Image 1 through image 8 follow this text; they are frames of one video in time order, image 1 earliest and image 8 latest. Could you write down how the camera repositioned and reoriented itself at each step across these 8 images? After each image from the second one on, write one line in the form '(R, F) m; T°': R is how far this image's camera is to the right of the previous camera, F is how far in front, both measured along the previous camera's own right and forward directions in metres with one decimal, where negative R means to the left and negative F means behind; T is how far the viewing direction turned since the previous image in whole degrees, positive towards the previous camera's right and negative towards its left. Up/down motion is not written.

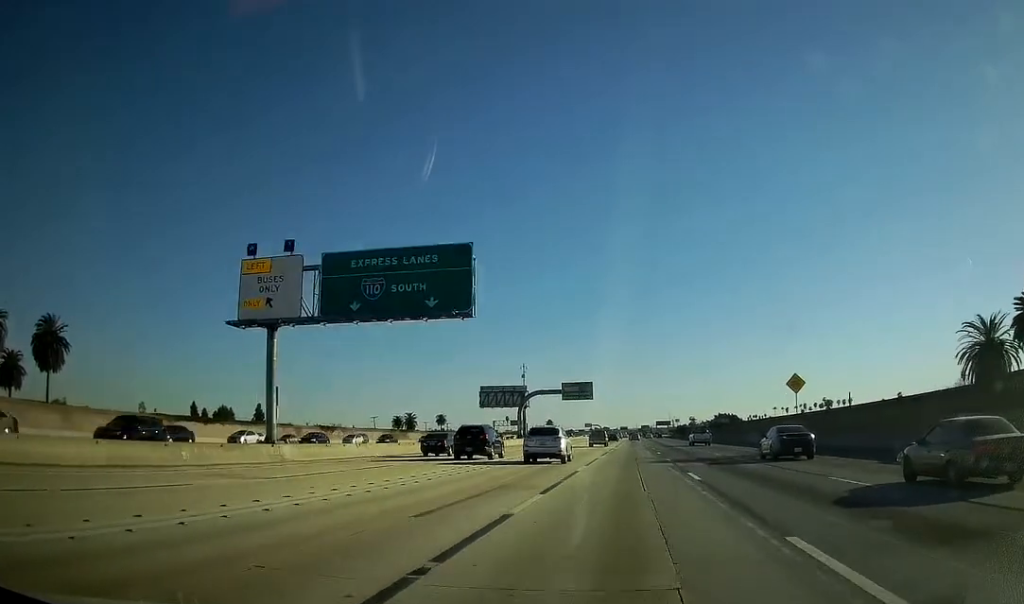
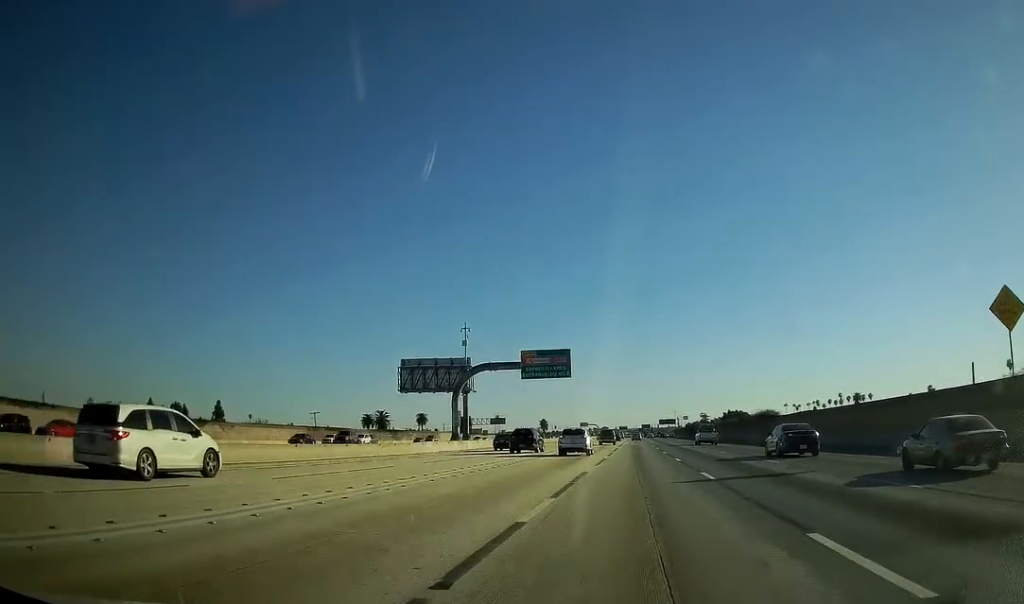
(+0.2, +45.3) m; -1°
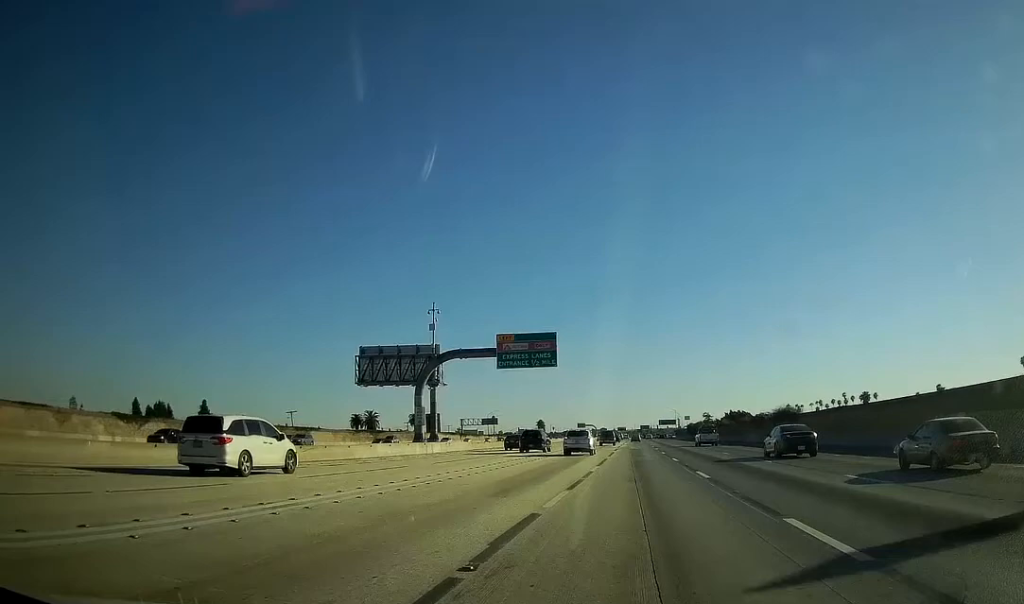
(-0.1, +11.6) m; 0°
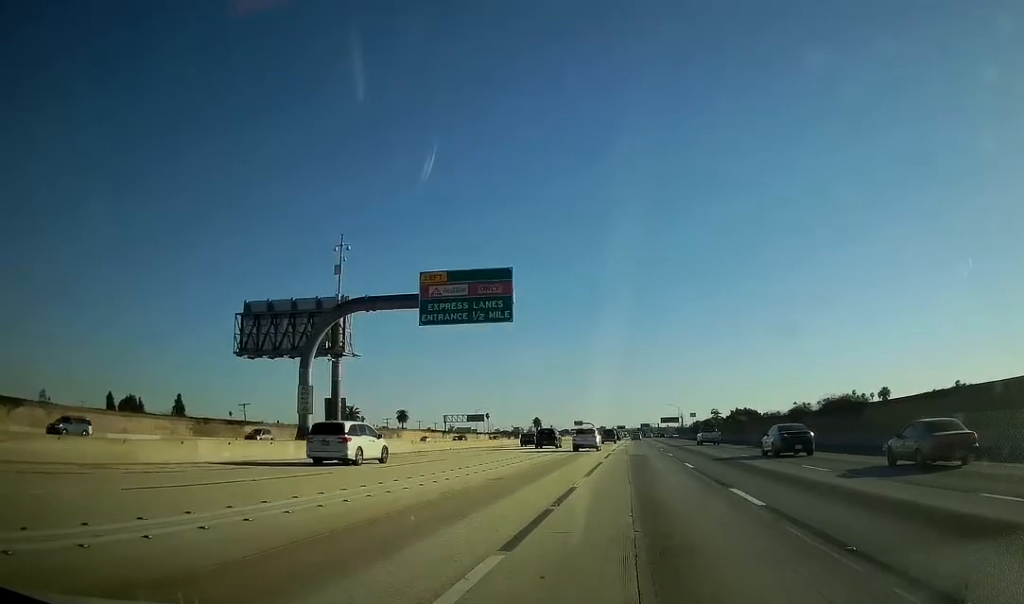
(0.0, +23.2) m; 0°
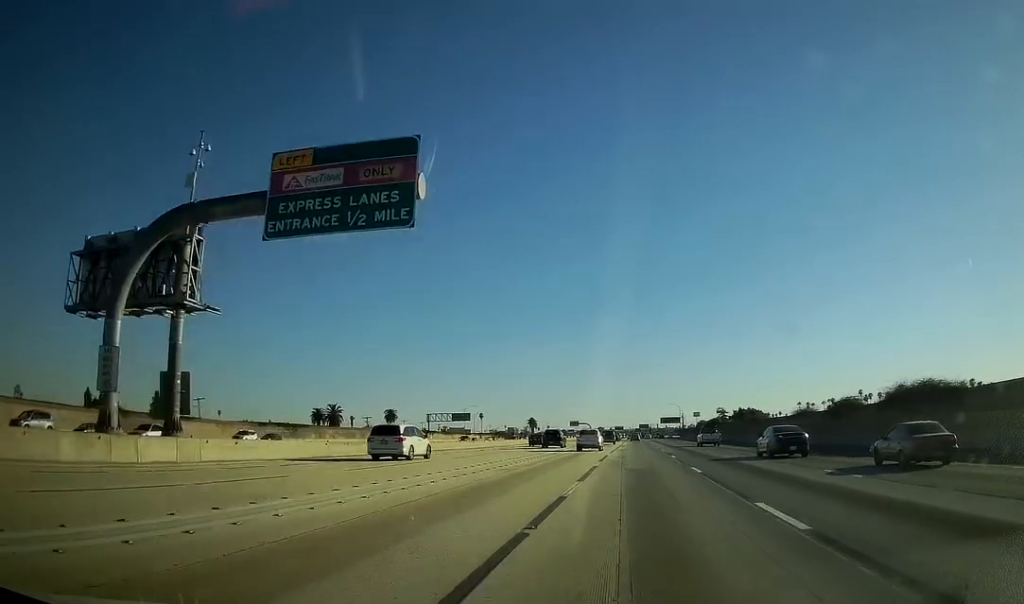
(0.0, +18.0) m; 0°
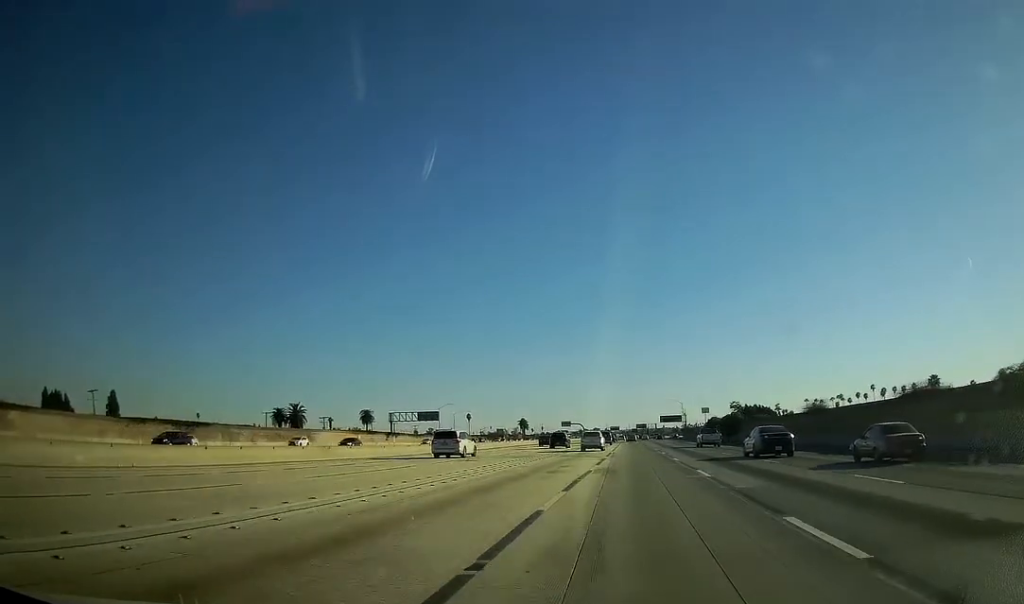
(+0.1, +31.6) m; 0°
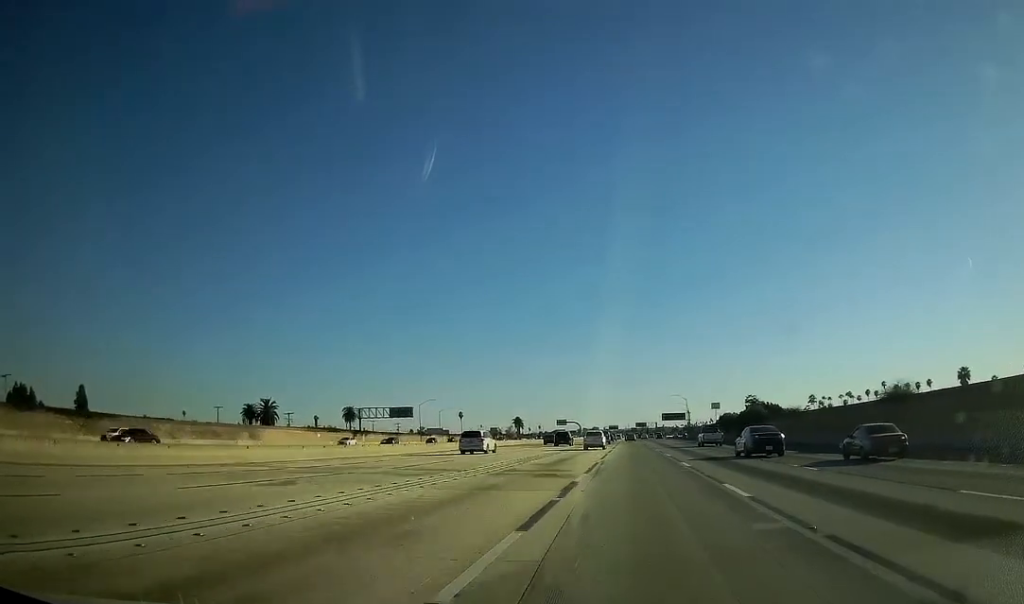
(0.0, +21.0) m; +1°
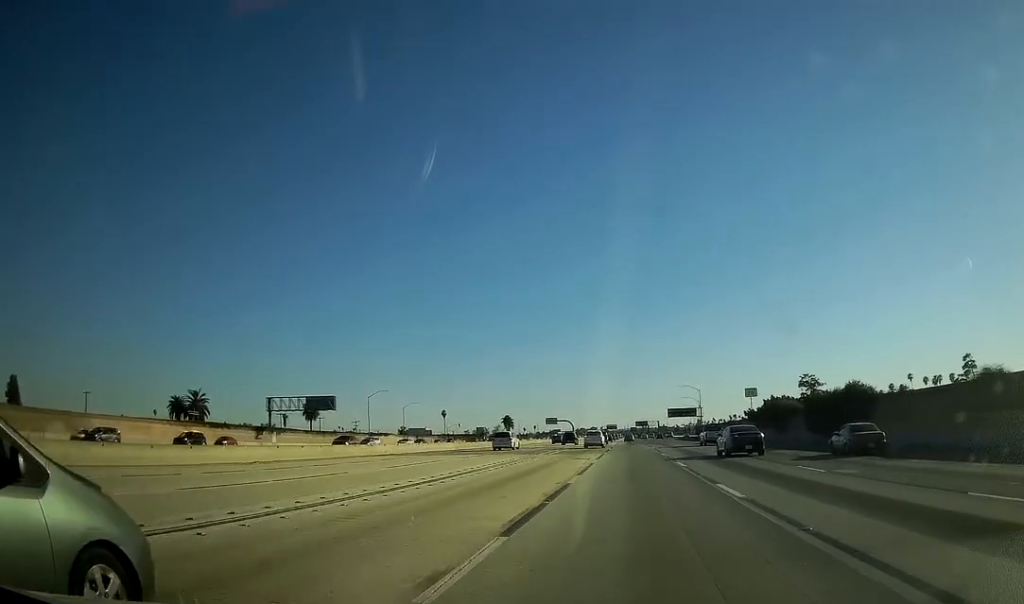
(+0.7, +44.0) m; 0°
